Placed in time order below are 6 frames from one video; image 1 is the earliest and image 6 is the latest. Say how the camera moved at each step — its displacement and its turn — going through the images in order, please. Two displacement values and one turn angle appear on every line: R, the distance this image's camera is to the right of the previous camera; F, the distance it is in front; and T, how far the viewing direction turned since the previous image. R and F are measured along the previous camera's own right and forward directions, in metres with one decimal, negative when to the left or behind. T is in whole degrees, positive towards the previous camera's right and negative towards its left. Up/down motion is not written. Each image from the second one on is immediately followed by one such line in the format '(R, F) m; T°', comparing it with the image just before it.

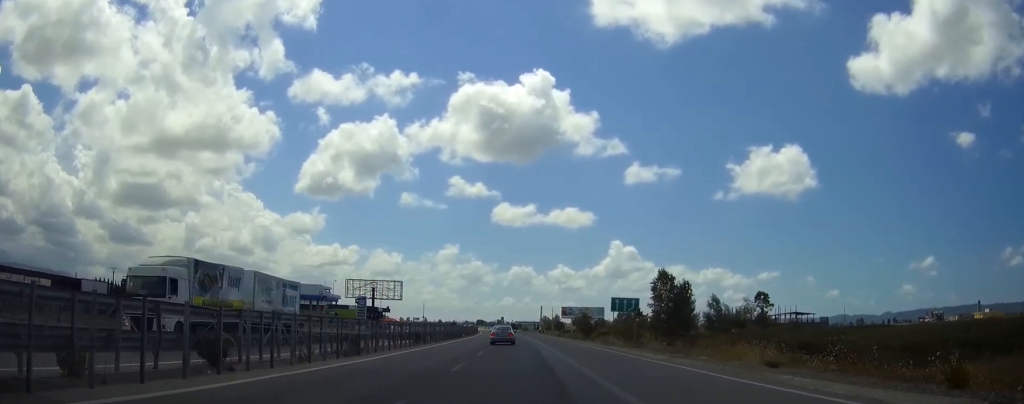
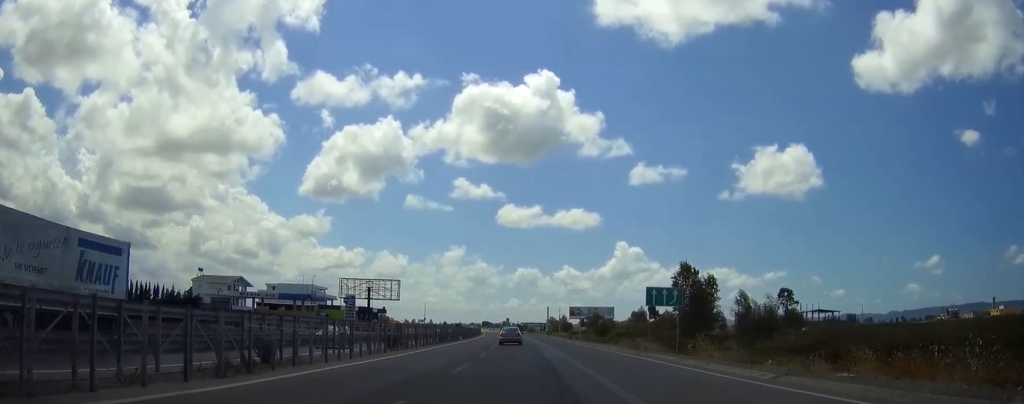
(0.0, +12.6) m; 0°
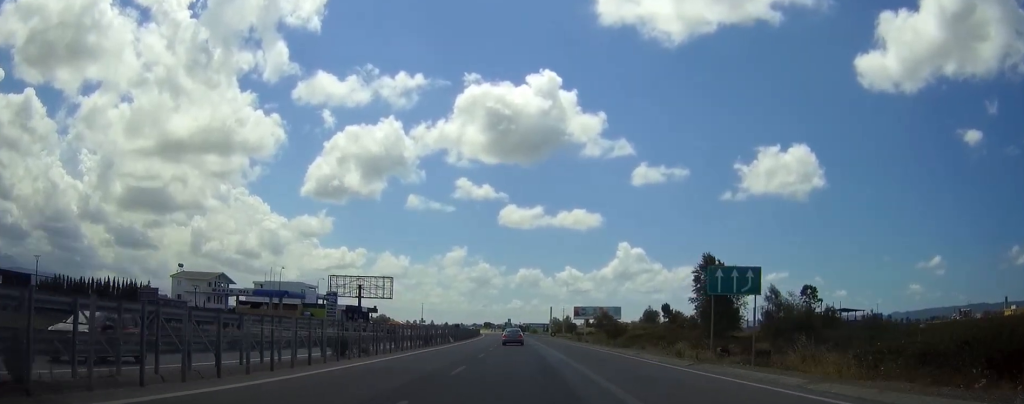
(0.0, +12.6) m; 0°
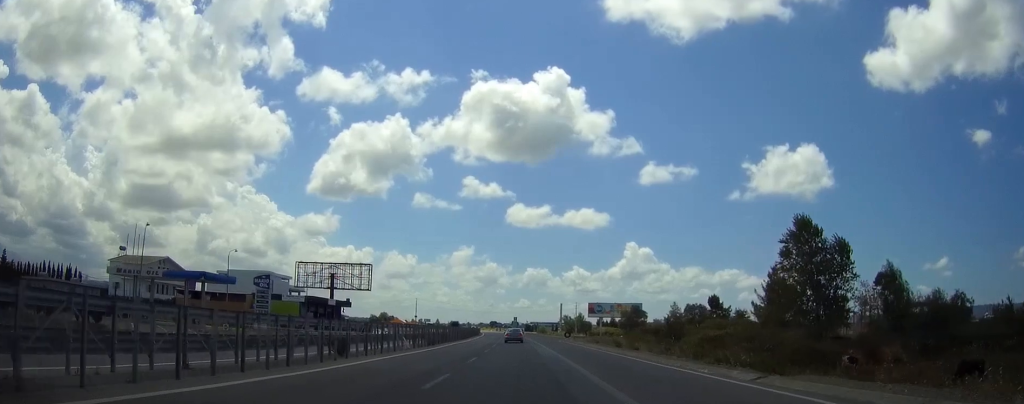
(-0.3, +31.3) m; -1°
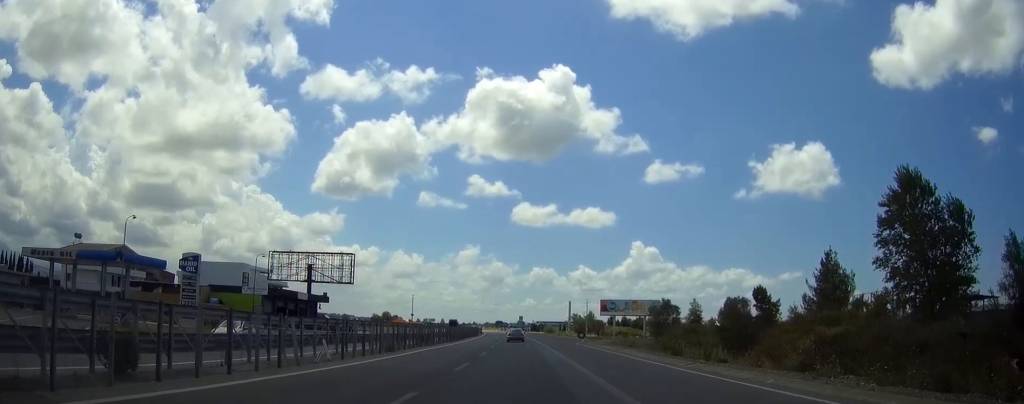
(-0.1, +19.0) m; 0°
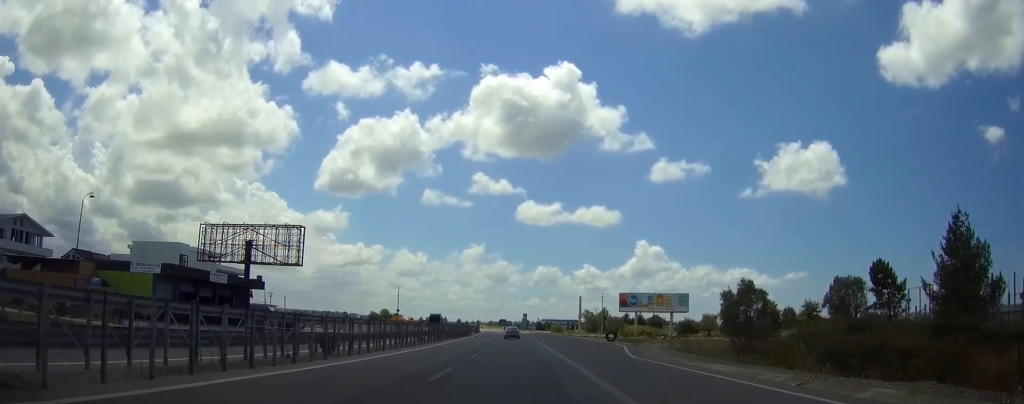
(-0.2, +29.8) m; -1°
